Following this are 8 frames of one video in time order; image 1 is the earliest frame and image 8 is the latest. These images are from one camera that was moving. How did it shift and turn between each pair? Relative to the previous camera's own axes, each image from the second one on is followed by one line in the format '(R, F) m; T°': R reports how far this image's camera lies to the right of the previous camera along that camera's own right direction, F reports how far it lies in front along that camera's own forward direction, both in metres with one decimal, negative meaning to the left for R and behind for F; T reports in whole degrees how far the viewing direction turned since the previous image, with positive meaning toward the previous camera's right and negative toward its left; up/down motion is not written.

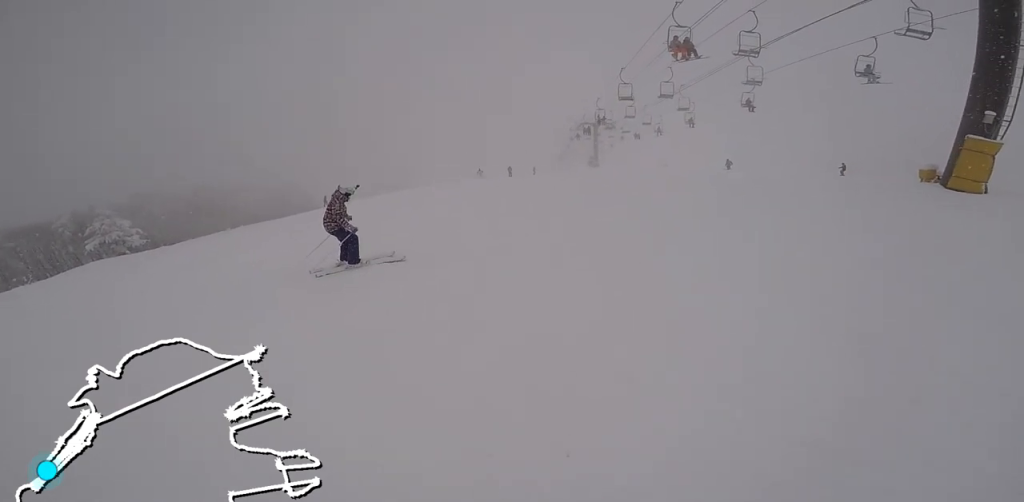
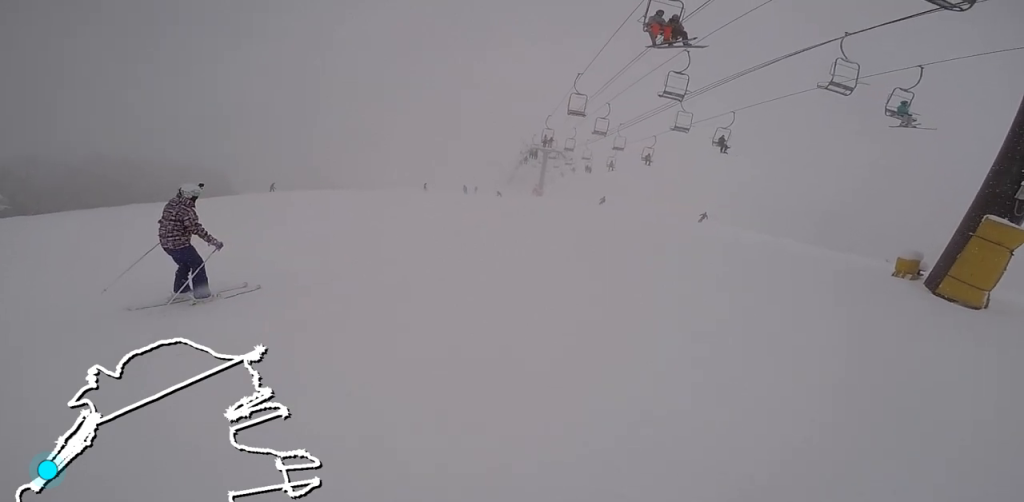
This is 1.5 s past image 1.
(+0.9, +4.7) m; -6°
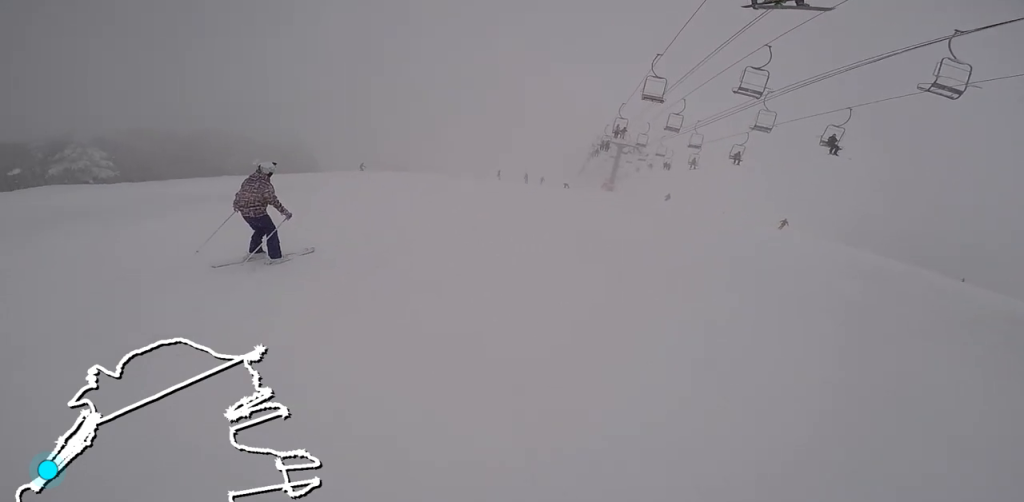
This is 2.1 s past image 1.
(-0.2, +1.9) m; -19°
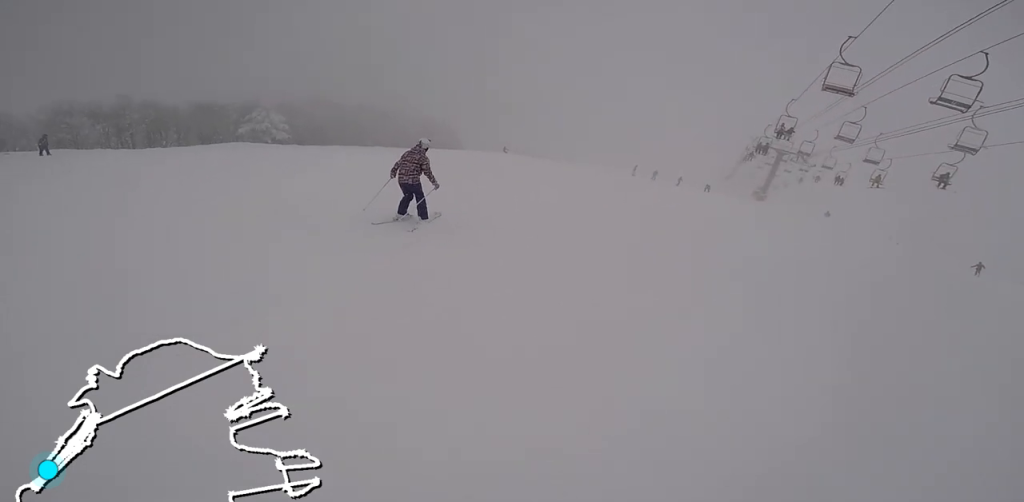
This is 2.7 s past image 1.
(-0.5, +1.9) m; -5°
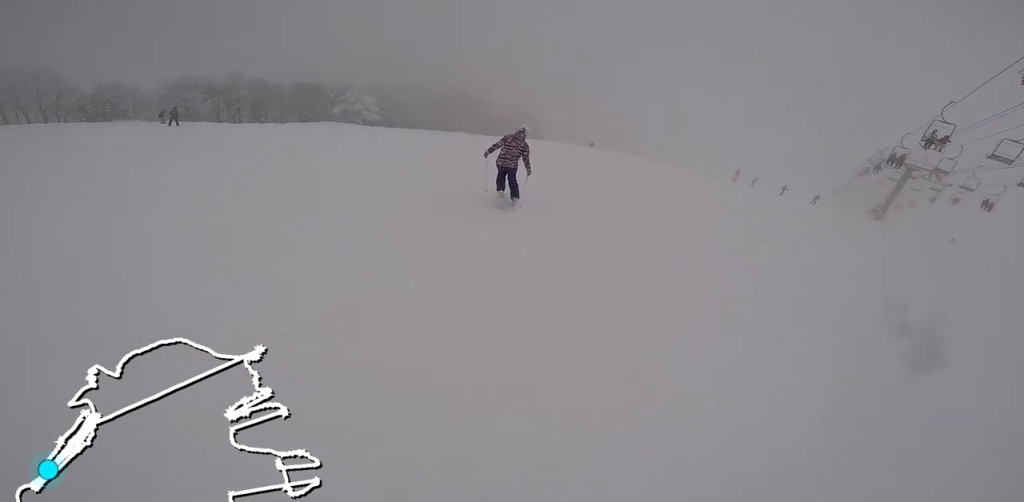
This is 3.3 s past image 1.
(-0.5, +2.0) m; +2°
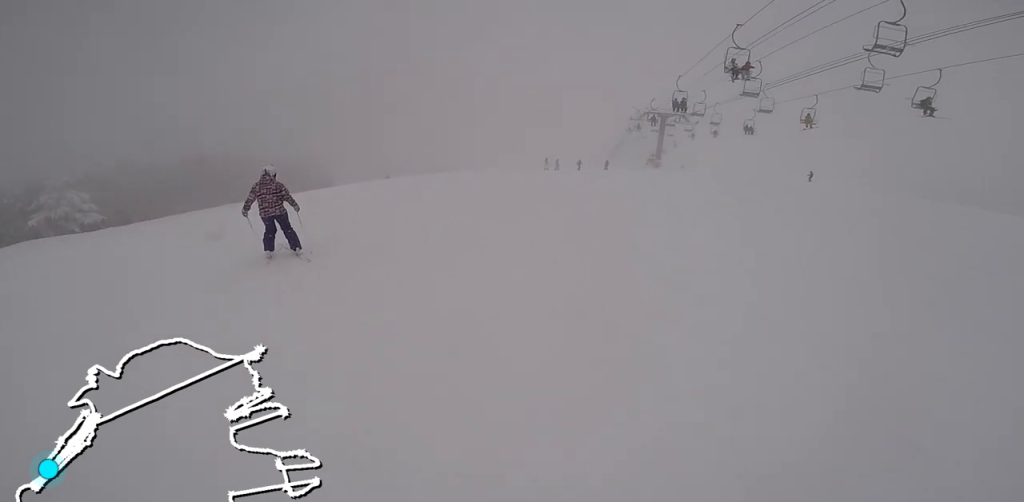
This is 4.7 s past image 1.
(+1.3, +4.7) m; +26°
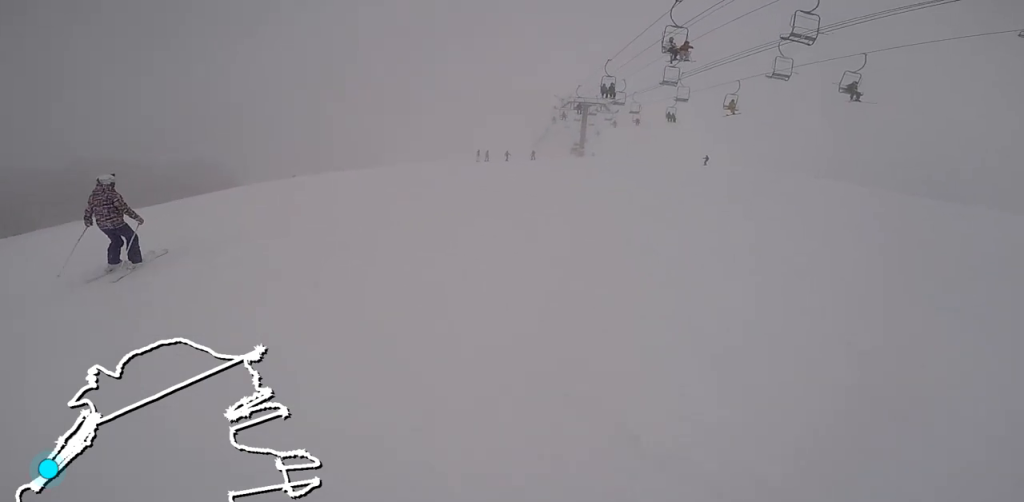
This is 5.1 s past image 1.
(-0.3, +1.6) m; +10°
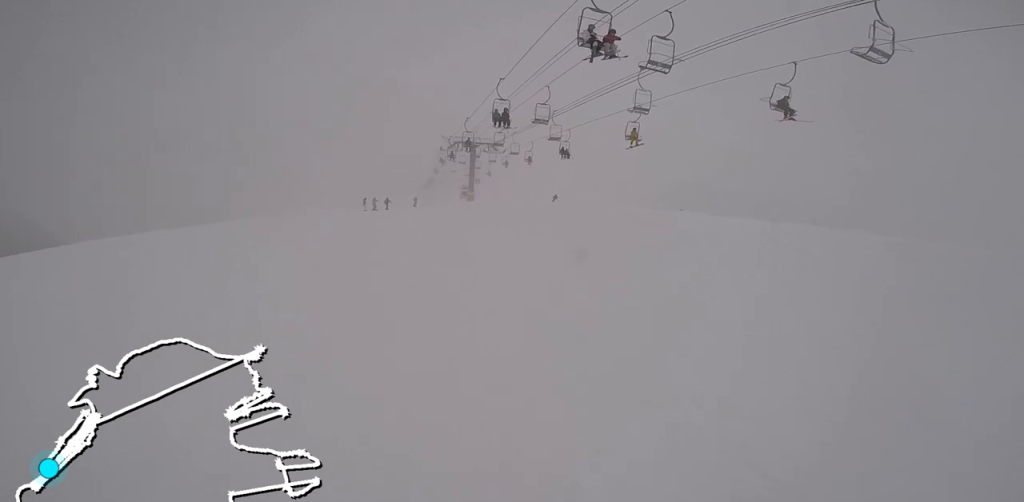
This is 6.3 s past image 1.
(+1.6, +4.1) m; +26°
